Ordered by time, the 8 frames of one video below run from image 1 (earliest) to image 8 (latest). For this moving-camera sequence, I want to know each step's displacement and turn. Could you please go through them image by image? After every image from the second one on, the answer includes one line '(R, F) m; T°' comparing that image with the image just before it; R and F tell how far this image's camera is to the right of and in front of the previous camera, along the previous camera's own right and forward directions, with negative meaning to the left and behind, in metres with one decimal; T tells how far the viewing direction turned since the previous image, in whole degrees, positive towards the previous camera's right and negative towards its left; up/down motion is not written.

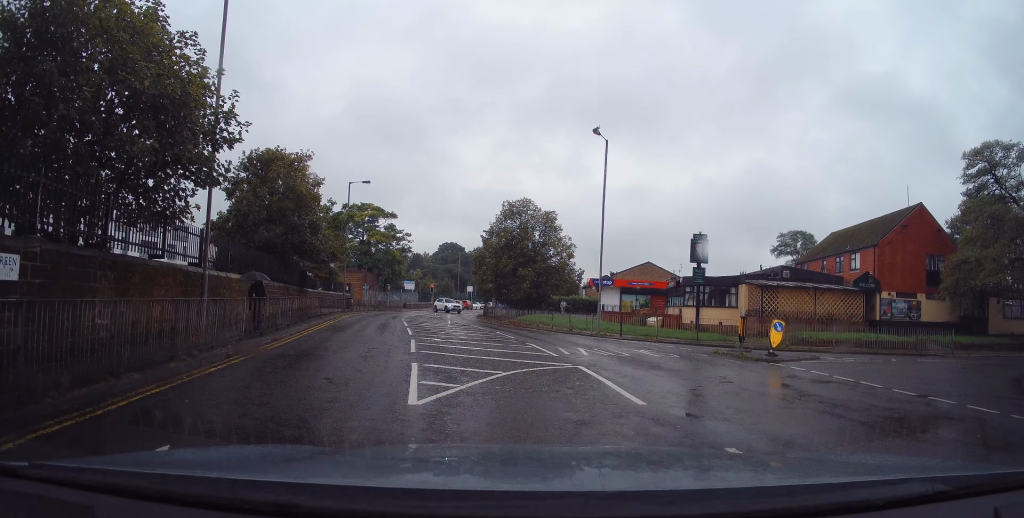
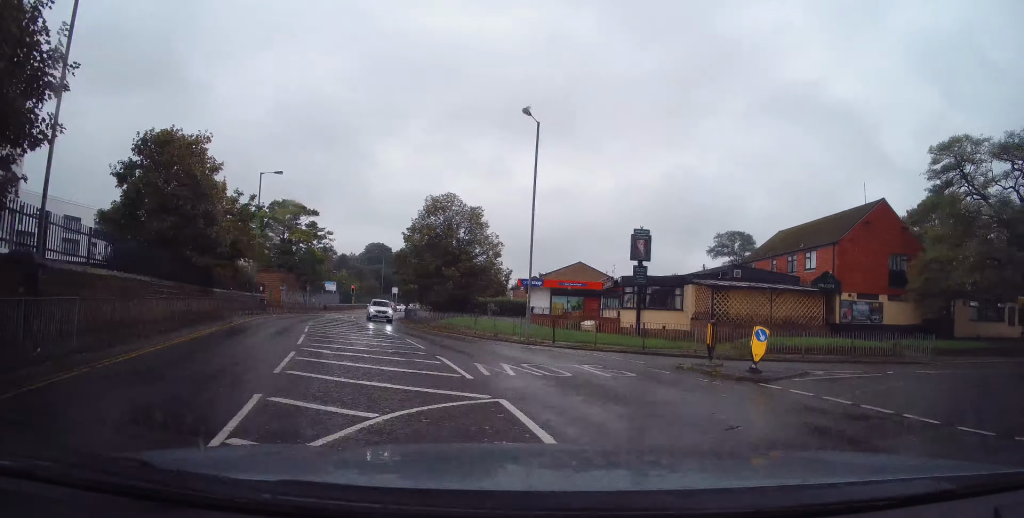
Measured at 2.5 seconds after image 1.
(+0.4, +2.7) m; +12°
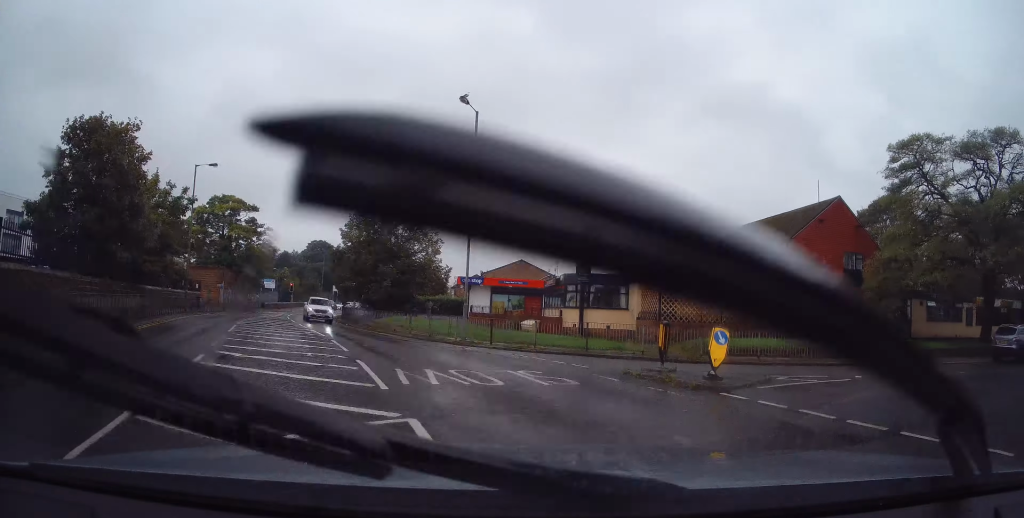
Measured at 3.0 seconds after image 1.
(-0.1, +1.1) m; +5°
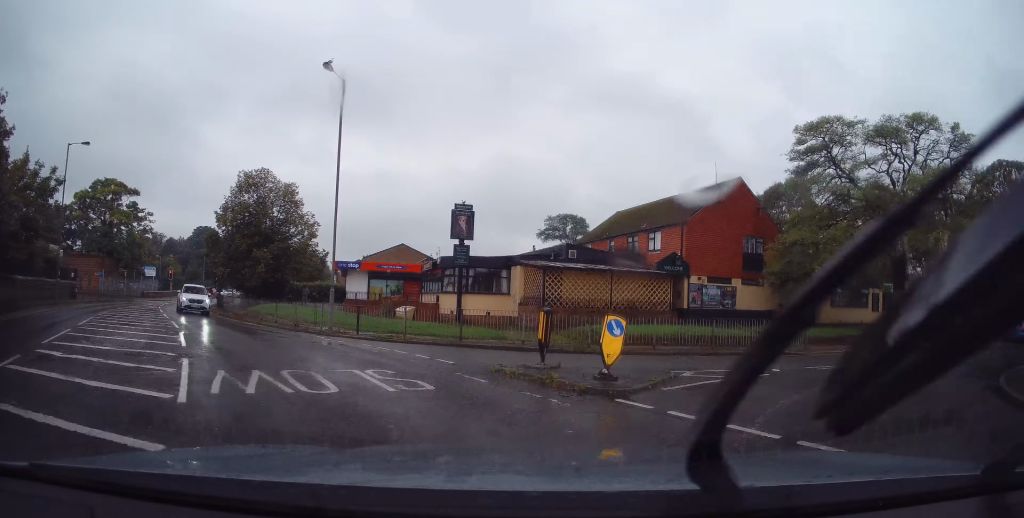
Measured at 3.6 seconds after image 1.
(+0.3, +1.7) m; +14°
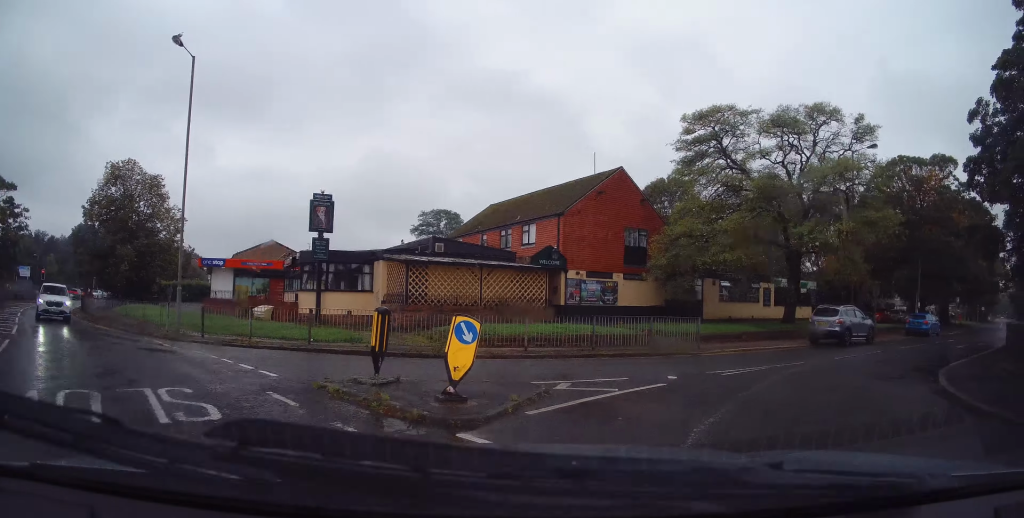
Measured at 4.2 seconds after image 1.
(+0.2, +1.9) m; +14°
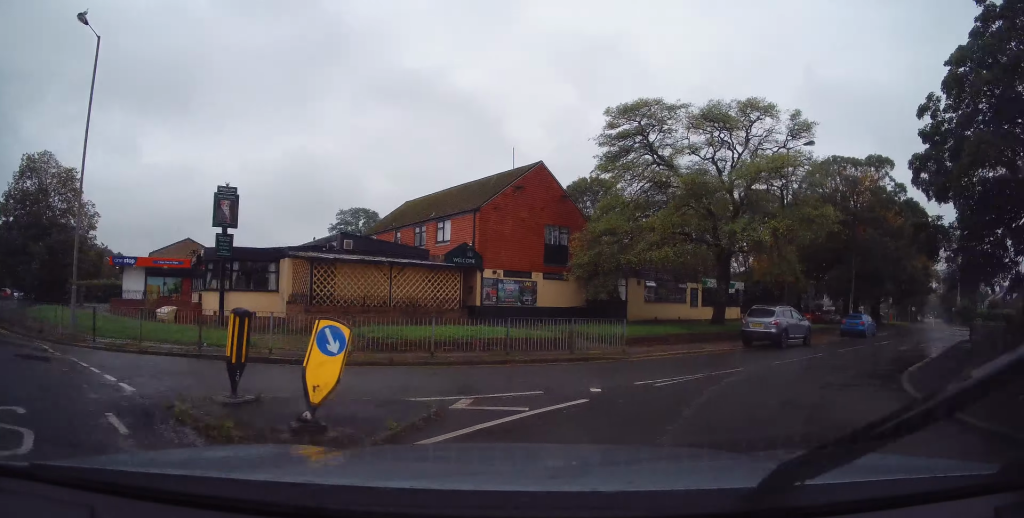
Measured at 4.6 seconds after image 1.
(+0.2, +1.3) m; +8°
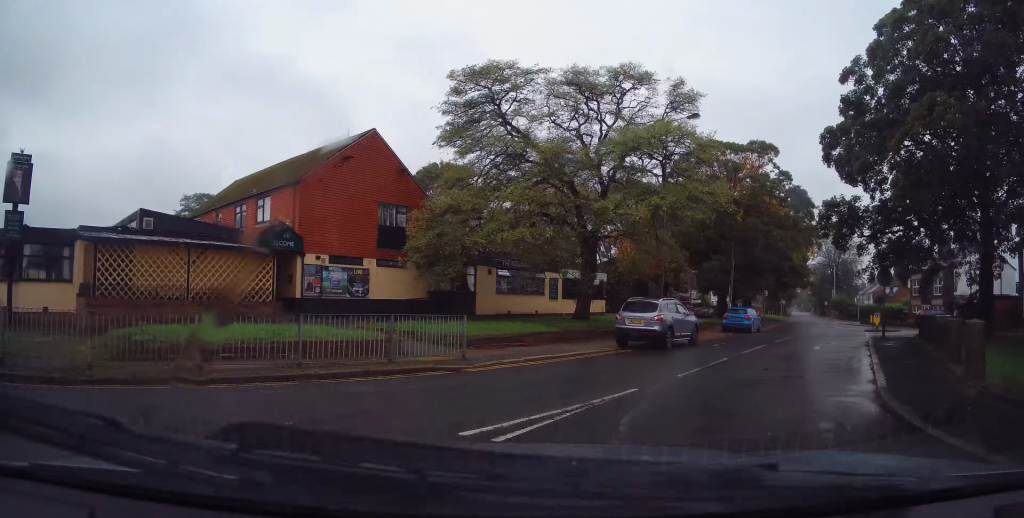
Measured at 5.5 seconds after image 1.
(+0.6, +3.6) m; +14°
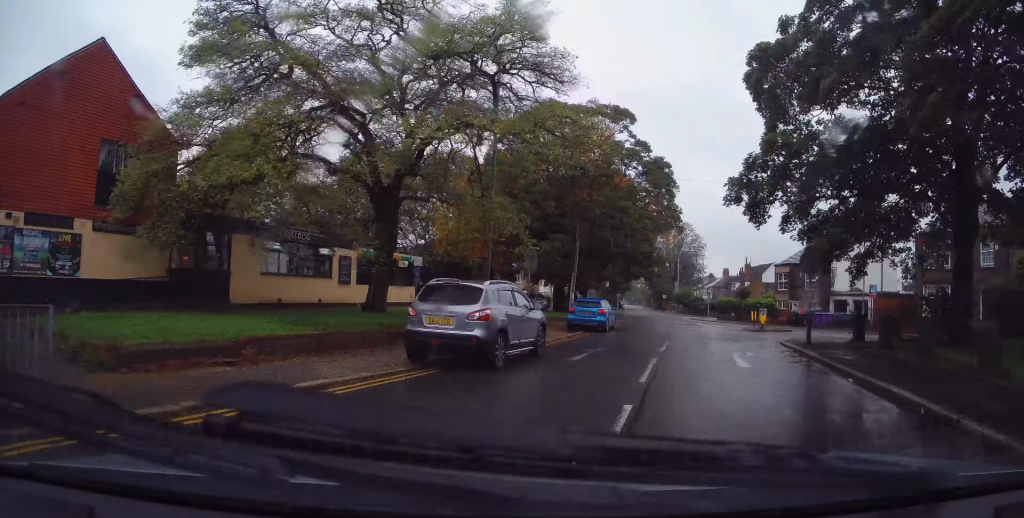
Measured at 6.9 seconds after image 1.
(+0.8, +7.1) m; +12°
